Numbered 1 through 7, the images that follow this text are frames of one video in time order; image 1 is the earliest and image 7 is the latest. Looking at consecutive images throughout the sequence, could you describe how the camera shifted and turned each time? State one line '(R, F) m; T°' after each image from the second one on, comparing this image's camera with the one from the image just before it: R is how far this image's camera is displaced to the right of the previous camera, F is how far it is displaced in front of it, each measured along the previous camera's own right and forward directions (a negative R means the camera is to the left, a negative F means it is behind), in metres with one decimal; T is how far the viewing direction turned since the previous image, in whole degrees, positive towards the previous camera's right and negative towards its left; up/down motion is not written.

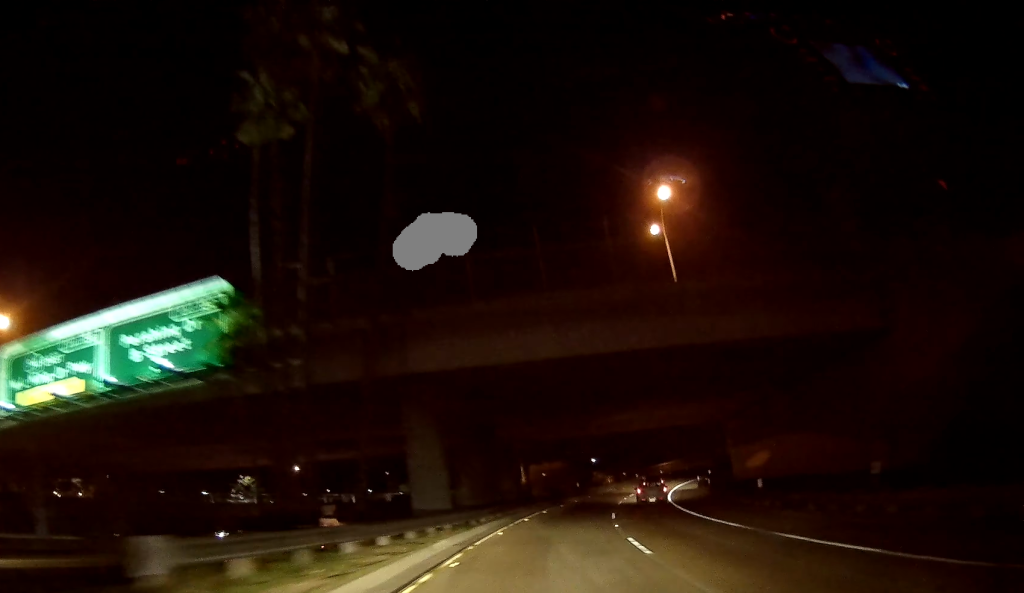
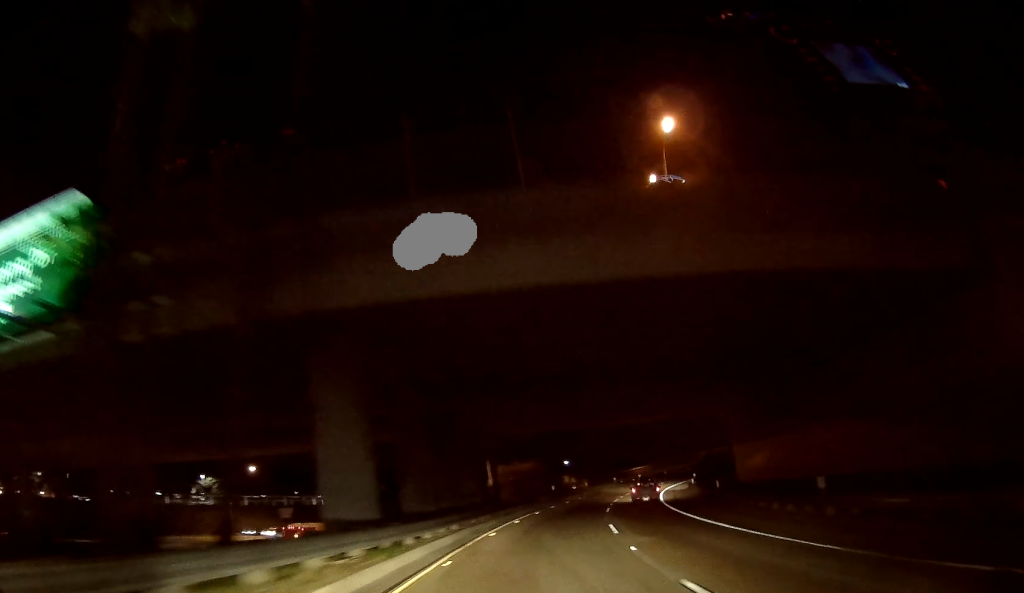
(+0.1, +8.1) m; +1°
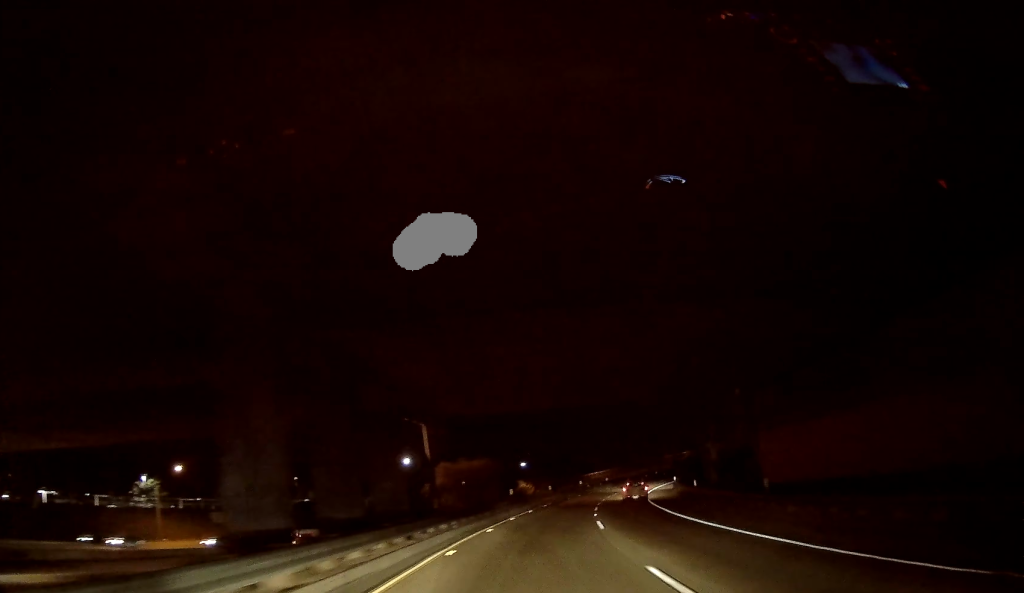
(-0.2, +12.6) m; +3°
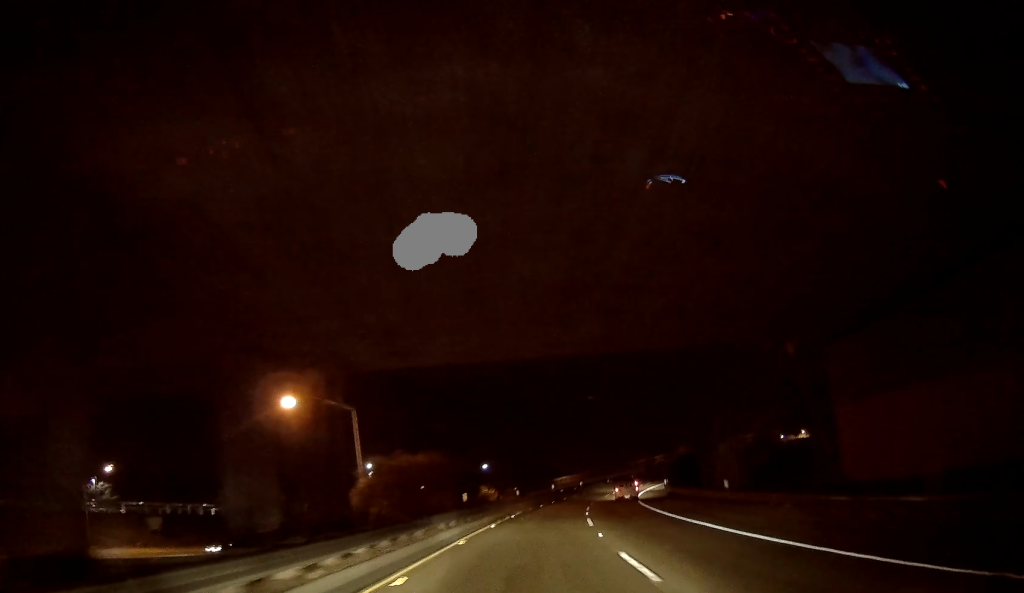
(+0.8, +12.3) m; +3°
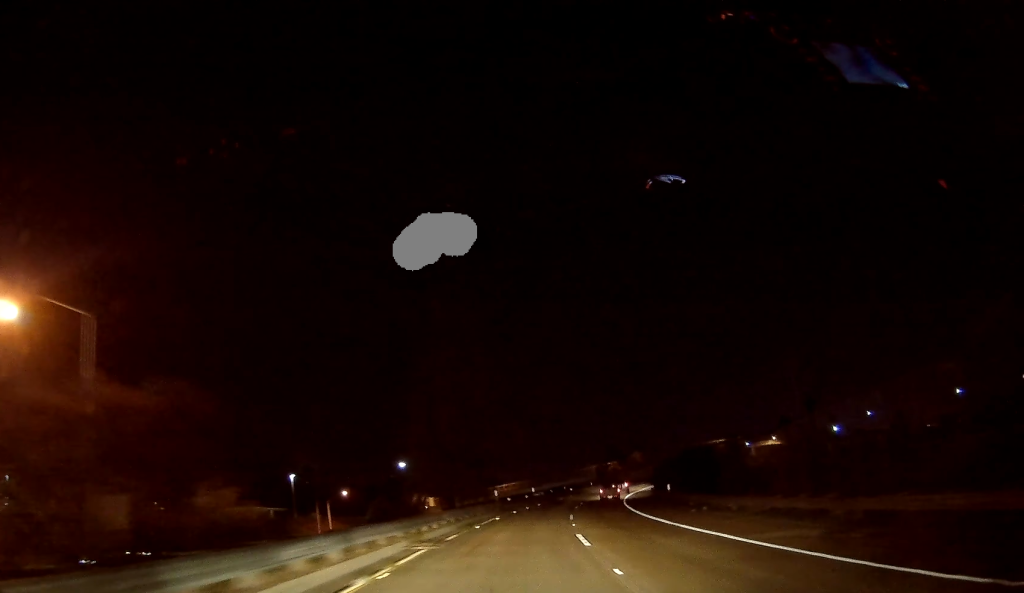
(+0.9, +22.9) m; +7°
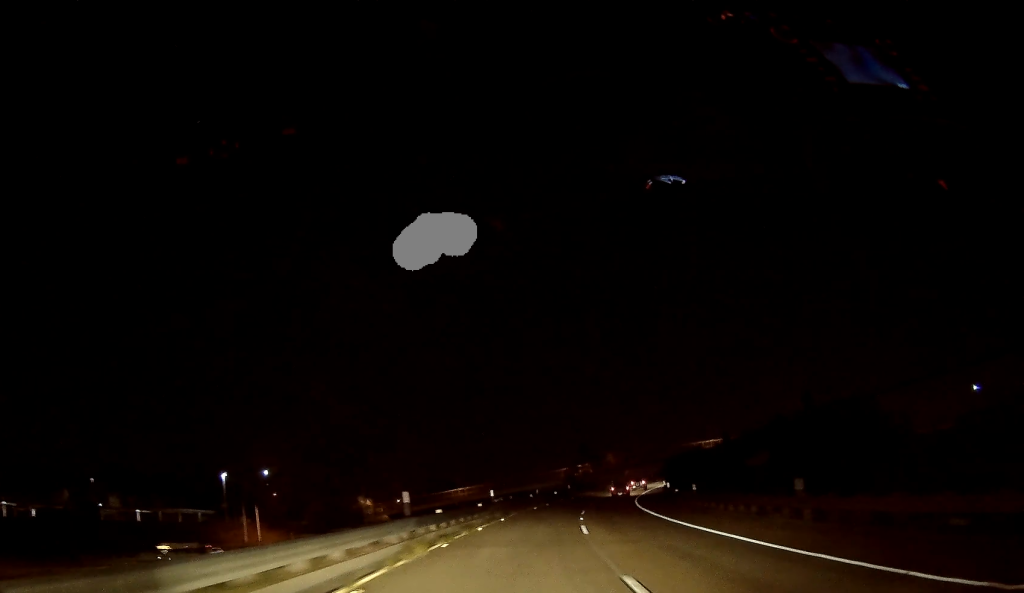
(+2.1, +24.8) m; +6°
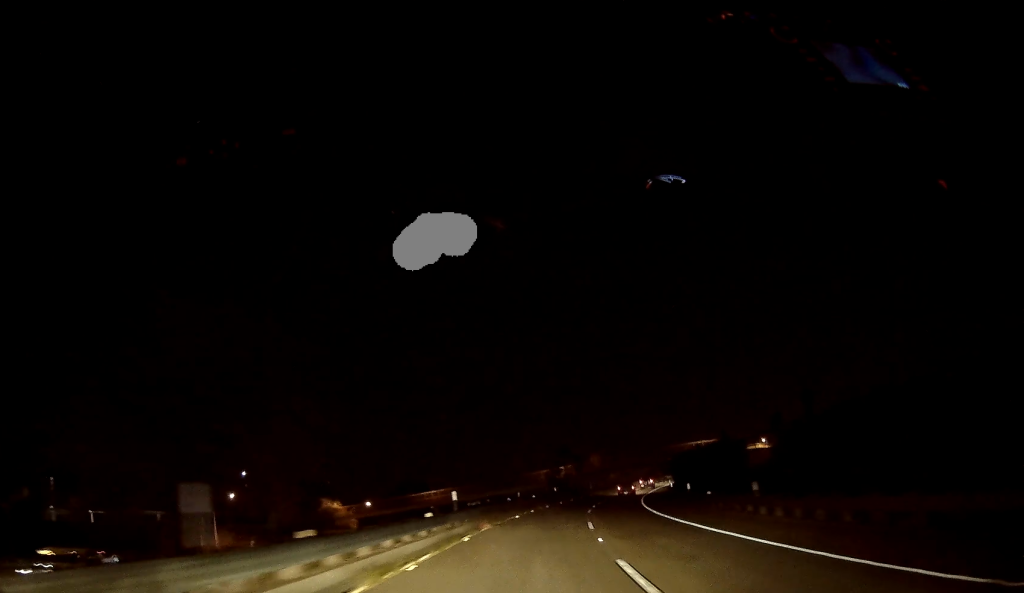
(-0.1, +12.1) m; +1°
